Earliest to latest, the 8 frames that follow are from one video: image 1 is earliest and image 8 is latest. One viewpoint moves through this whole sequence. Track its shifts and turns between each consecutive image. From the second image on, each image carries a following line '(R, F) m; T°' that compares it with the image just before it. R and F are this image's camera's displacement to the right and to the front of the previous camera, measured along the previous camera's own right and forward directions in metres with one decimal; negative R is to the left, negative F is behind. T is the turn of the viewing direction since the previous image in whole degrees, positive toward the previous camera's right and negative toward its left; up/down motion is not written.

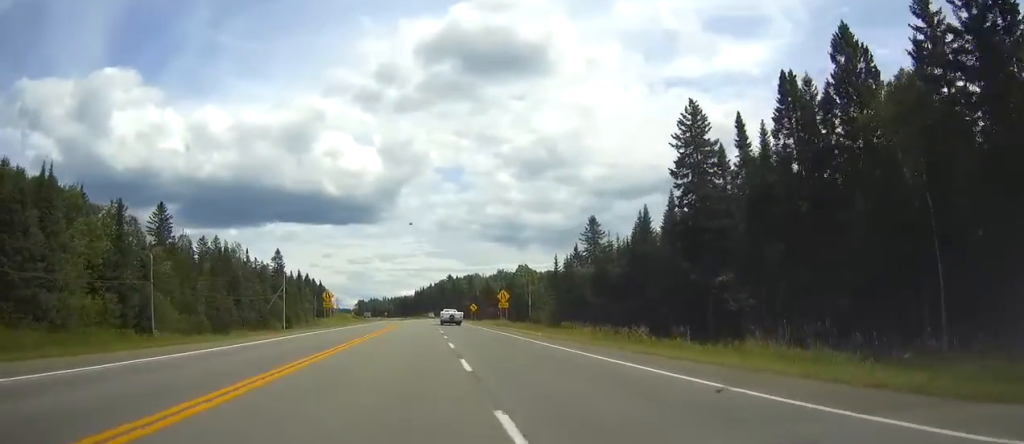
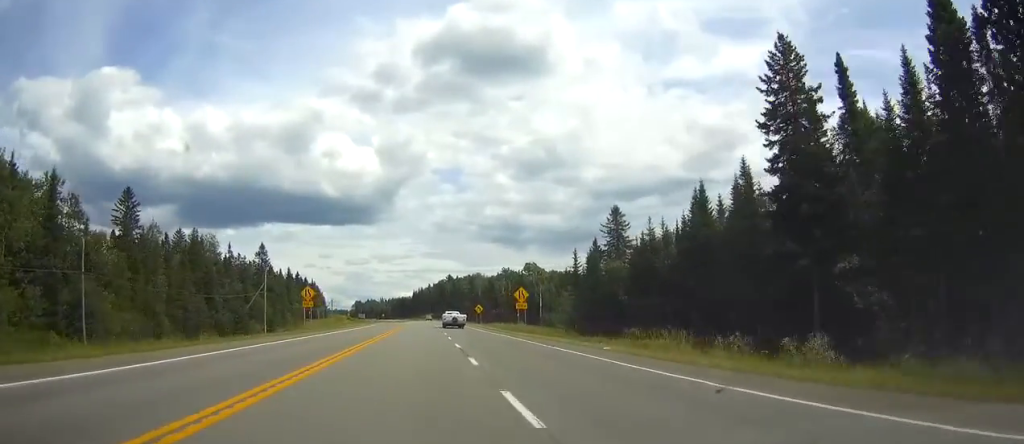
(0.0, +15.5) m; 0°
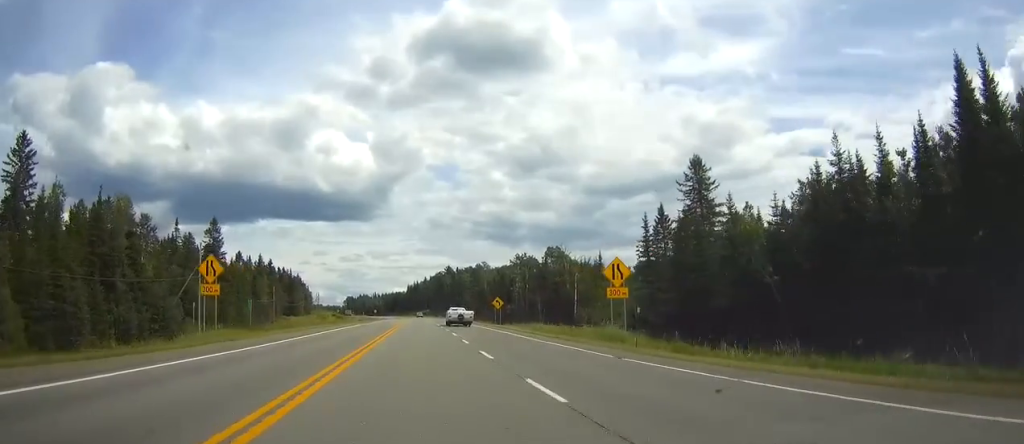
(0.0, +34.3) m; 0°
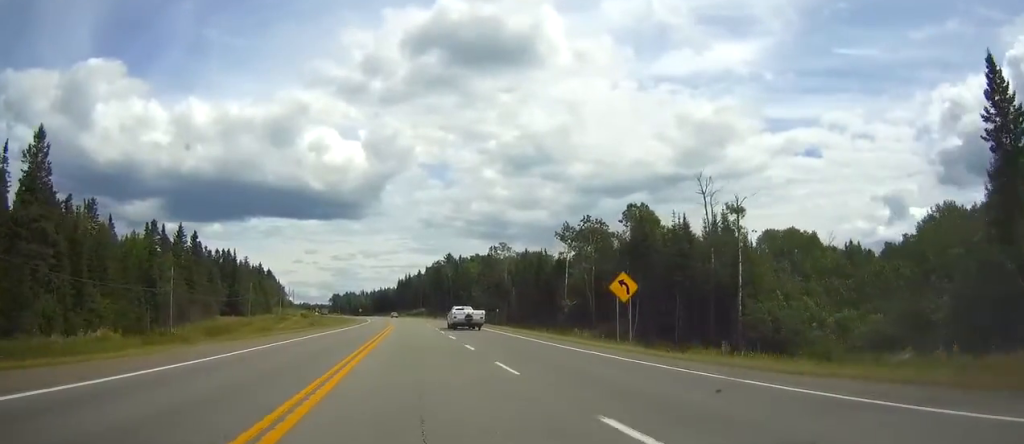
(0.0, +57.5) m; 0°
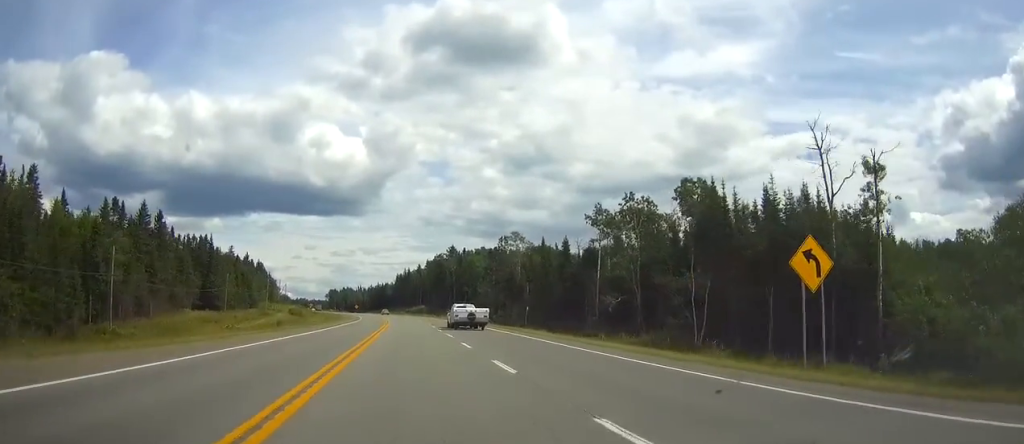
(0.0, +17.6) m; 0°
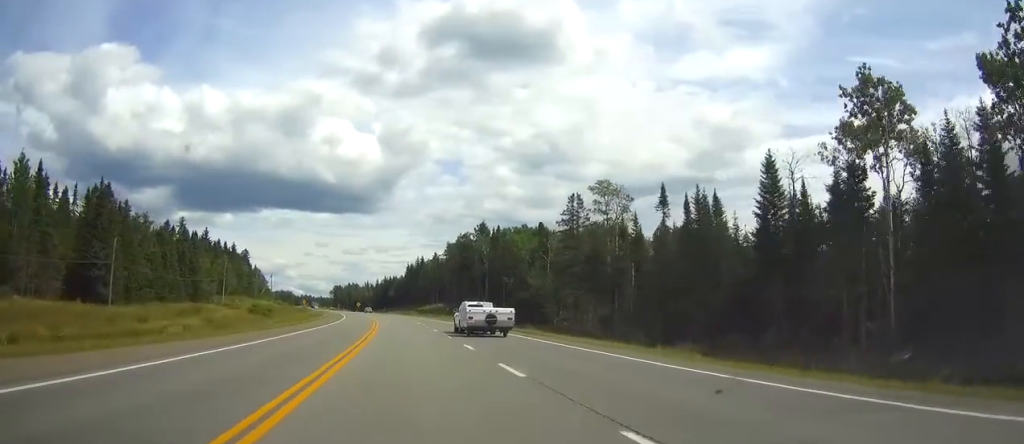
(0.0, +53.5) m; 0°
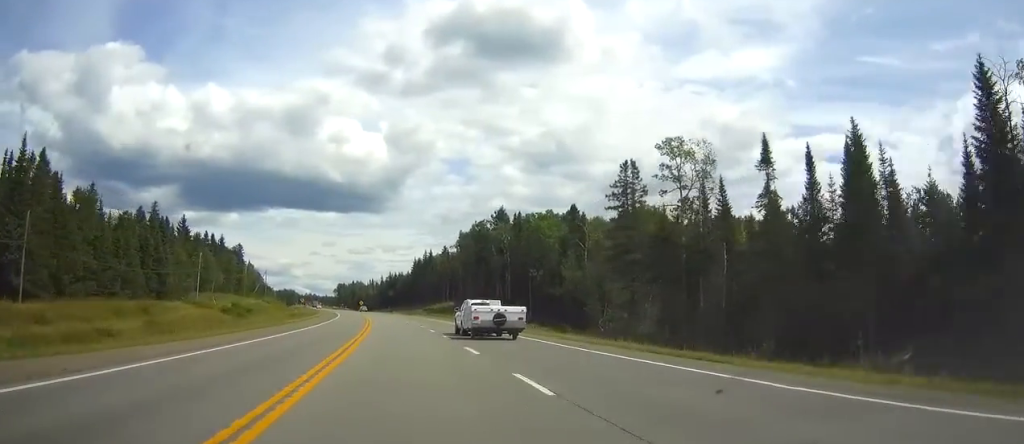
(0.0, +20.5) m; 0°
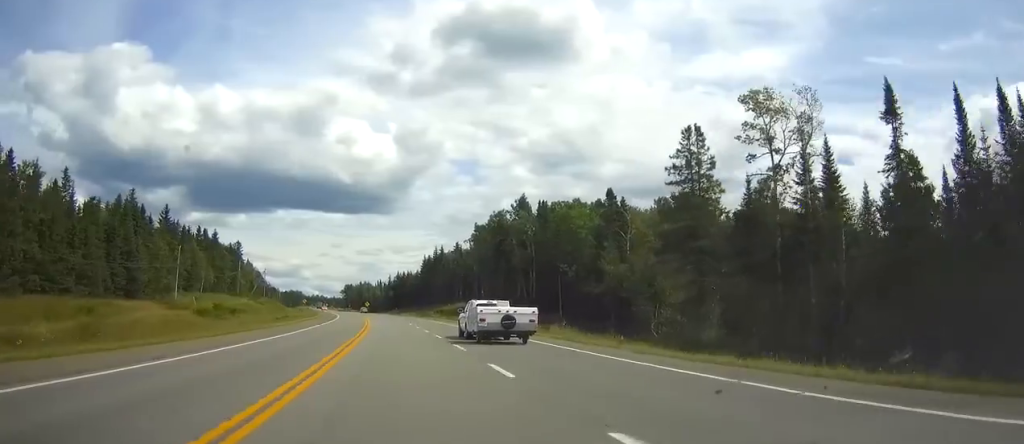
(0.0, +15.0) m; 0°
